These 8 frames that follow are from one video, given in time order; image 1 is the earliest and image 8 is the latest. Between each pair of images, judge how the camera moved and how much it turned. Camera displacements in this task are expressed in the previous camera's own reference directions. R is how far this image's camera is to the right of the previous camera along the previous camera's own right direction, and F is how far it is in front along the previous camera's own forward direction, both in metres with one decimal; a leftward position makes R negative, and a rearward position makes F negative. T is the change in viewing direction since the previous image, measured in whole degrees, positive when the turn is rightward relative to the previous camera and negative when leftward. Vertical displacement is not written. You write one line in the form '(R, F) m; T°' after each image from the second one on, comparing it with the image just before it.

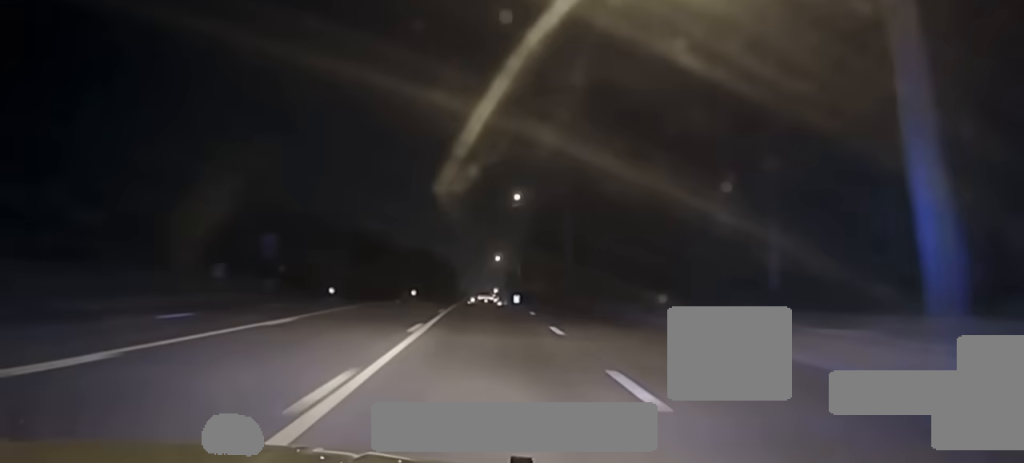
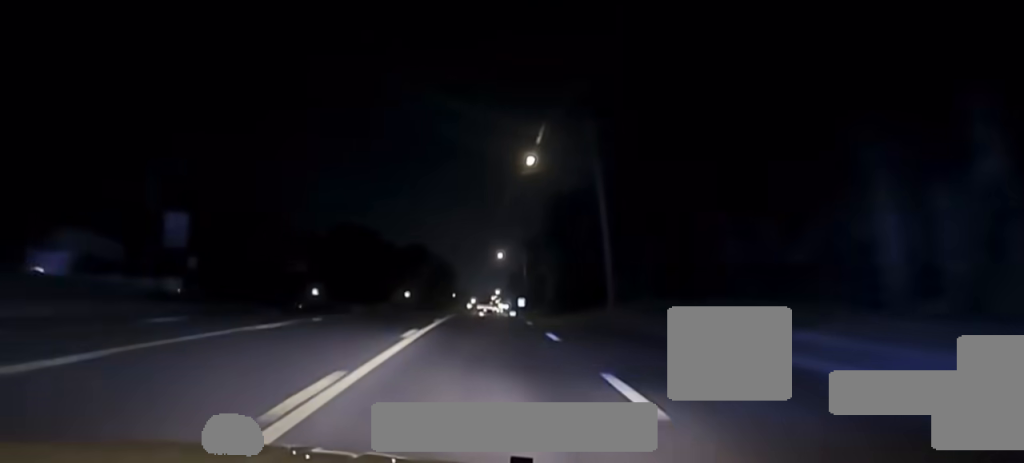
(-0.2, +24.7) m; 0°
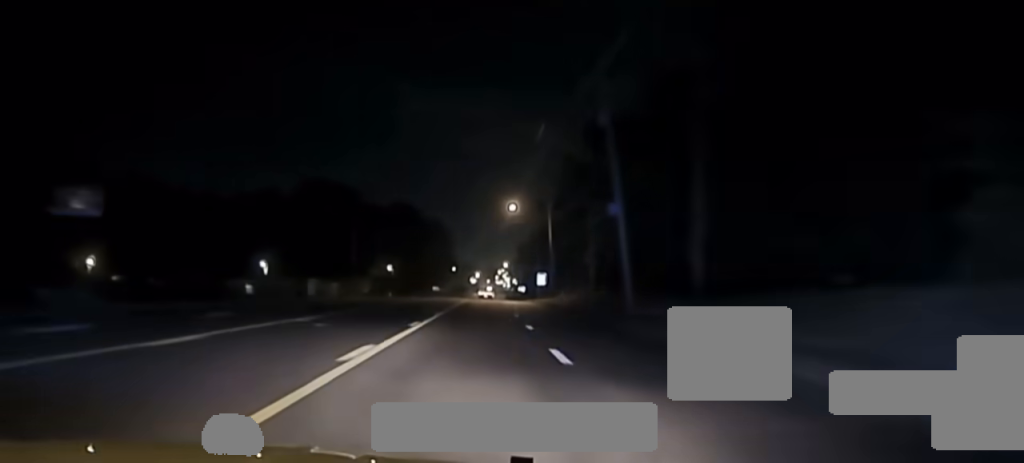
(-0.5, +63.5) m; 0°
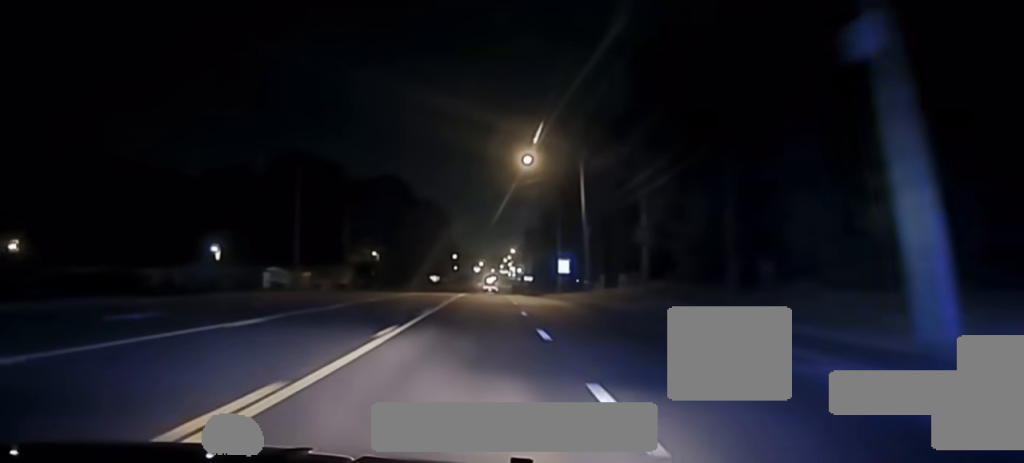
(0.0, +35.9) m; 0°
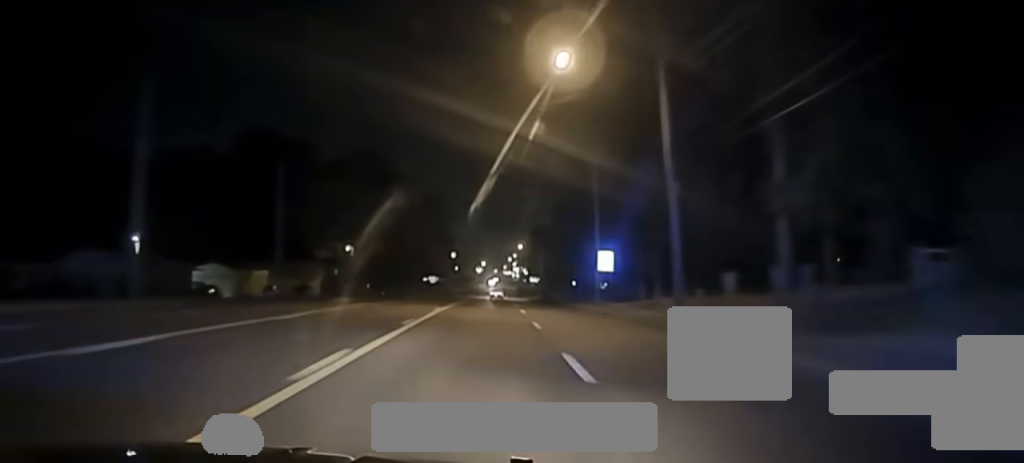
(+0.1, +34.6) m; 0°
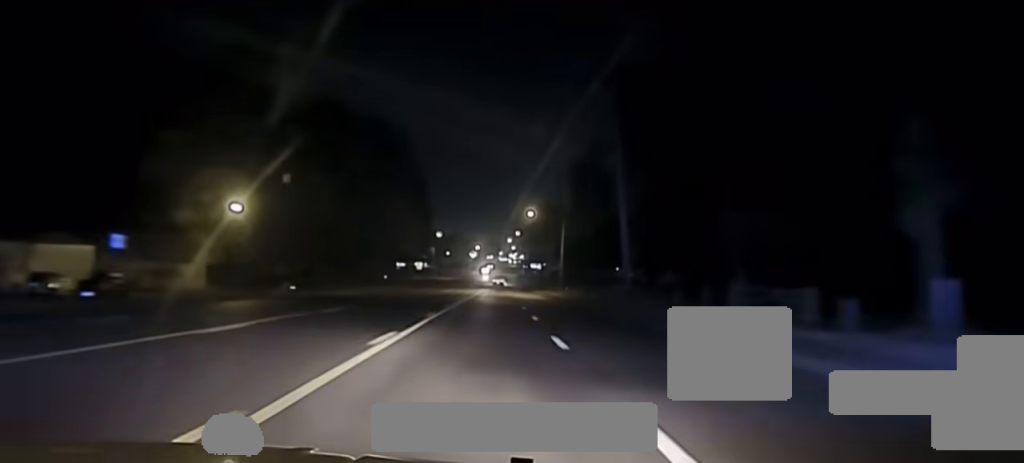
(-0.3, +54.5) m; 0°
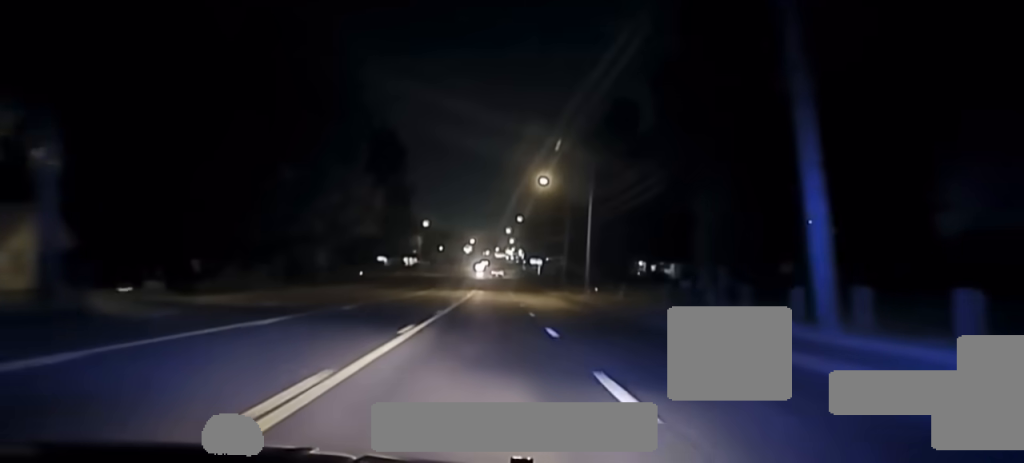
(0.0, +31.1) m; +1°
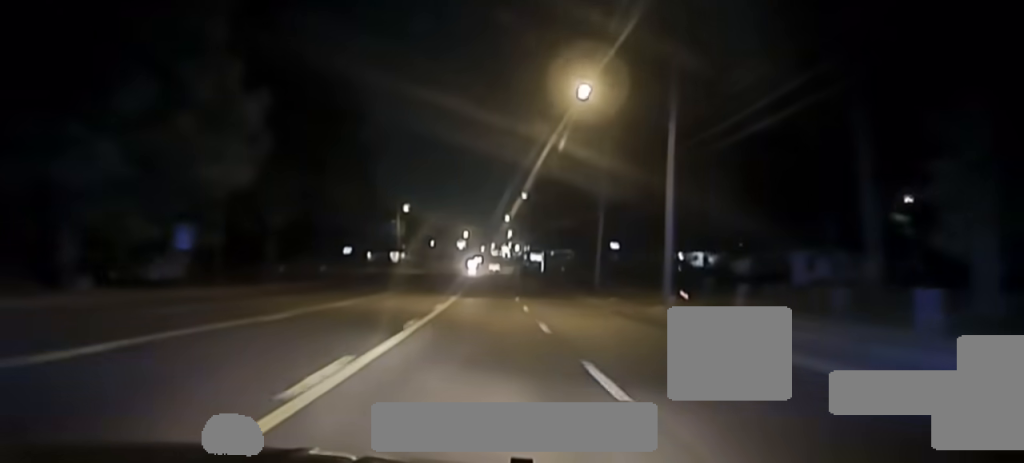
(+0.3, +30.5) m; 0°
